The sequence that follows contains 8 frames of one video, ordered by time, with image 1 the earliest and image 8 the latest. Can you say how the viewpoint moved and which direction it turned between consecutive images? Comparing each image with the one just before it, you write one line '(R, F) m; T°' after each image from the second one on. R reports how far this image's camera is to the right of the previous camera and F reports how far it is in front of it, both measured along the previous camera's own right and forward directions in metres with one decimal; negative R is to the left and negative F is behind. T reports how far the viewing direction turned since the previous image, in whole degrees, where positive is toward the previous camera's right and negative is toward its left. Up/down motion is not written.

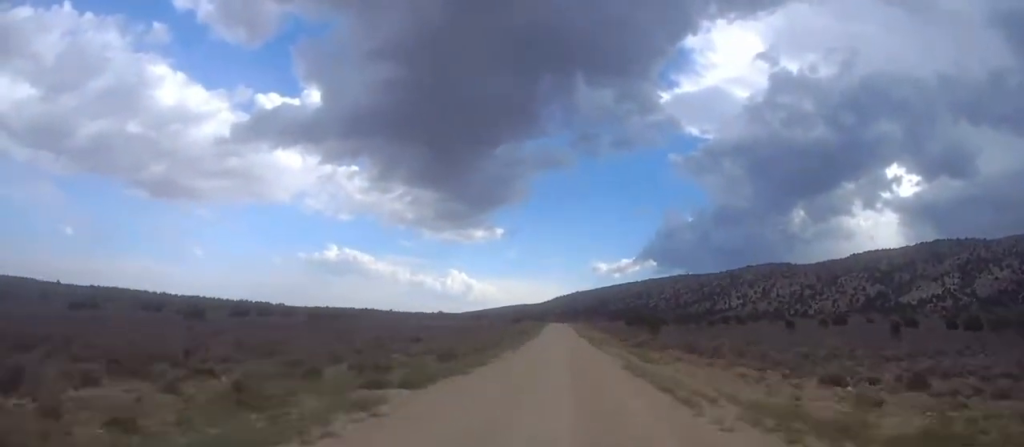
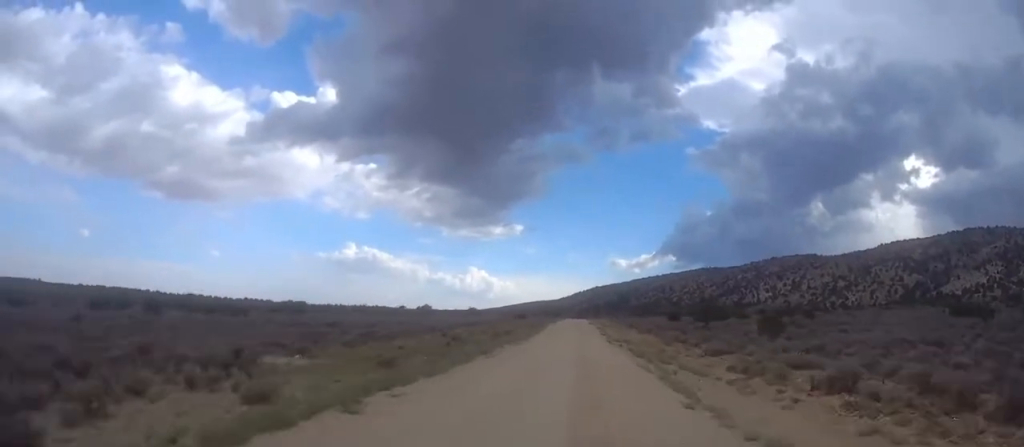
(-1.1, +49.9) m; -2°
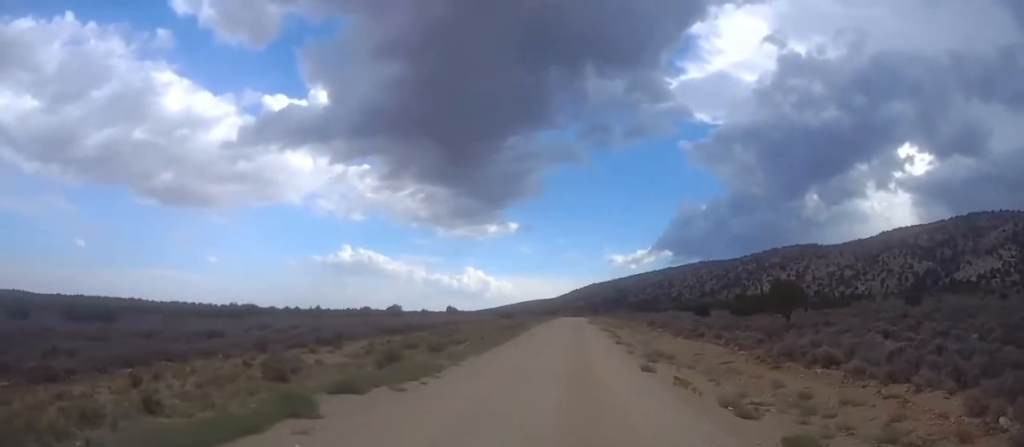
(-0.1, +29.9) m; -1°
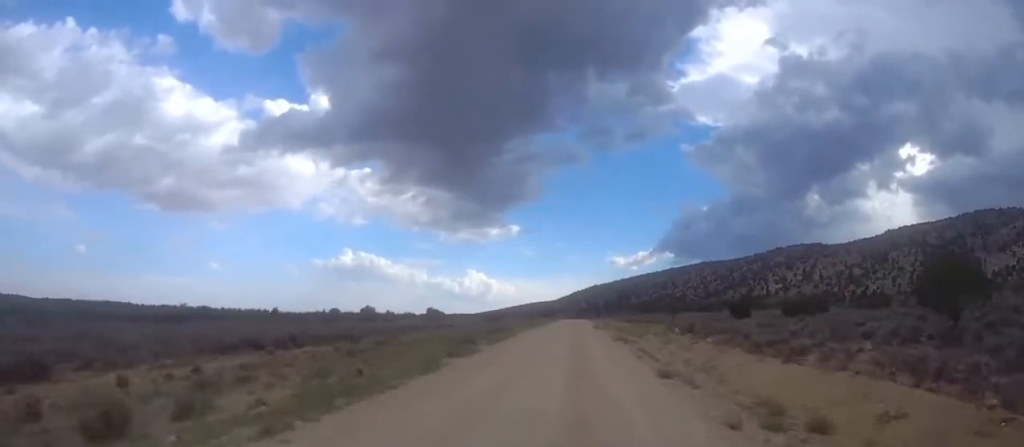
(-0.3, +21.5) m; 0°
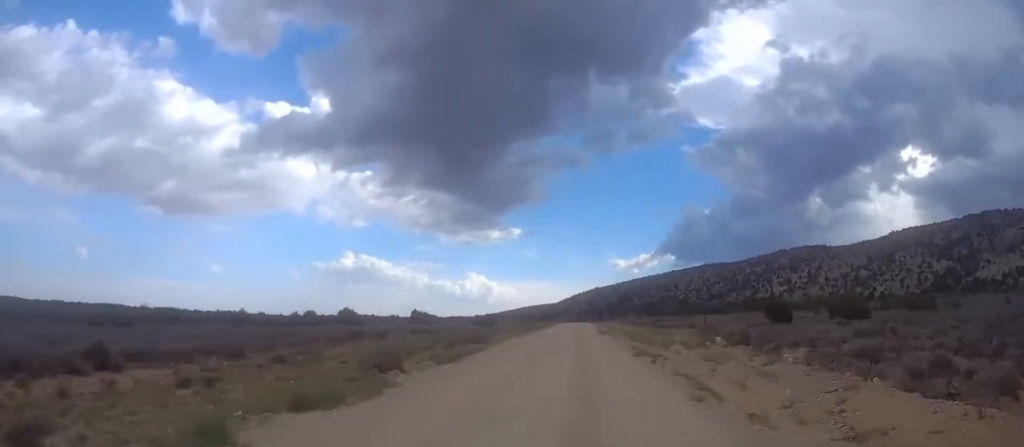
(+0.1, +13.7) m; 0°
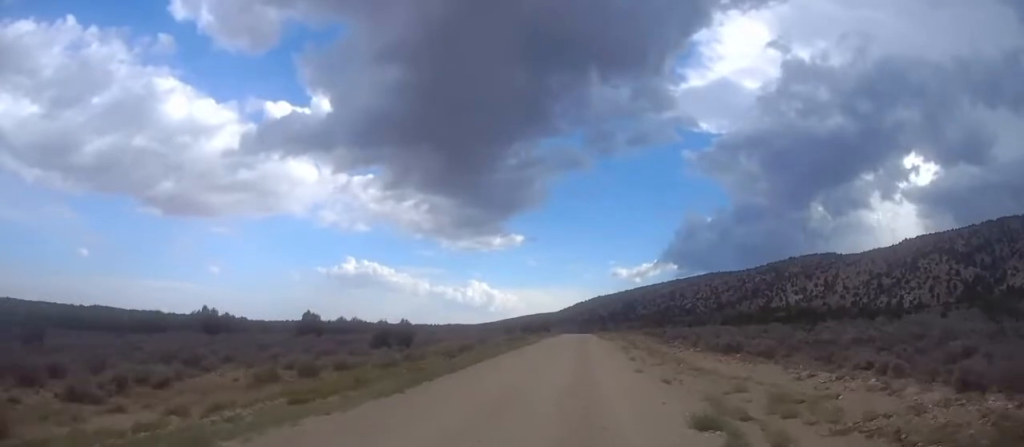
(+0.1, +49.5) m; -1°
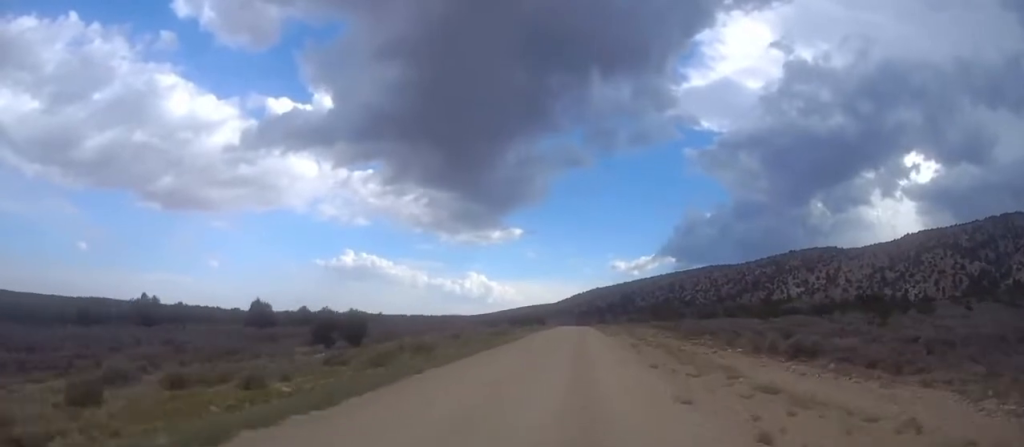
(-0.1, +11.8) m; 0°
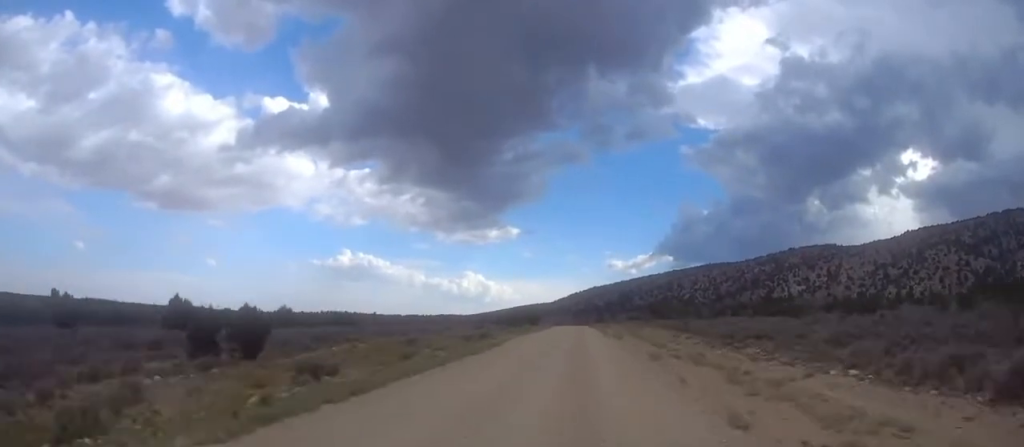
(0.0, +13.4) m; 0°
